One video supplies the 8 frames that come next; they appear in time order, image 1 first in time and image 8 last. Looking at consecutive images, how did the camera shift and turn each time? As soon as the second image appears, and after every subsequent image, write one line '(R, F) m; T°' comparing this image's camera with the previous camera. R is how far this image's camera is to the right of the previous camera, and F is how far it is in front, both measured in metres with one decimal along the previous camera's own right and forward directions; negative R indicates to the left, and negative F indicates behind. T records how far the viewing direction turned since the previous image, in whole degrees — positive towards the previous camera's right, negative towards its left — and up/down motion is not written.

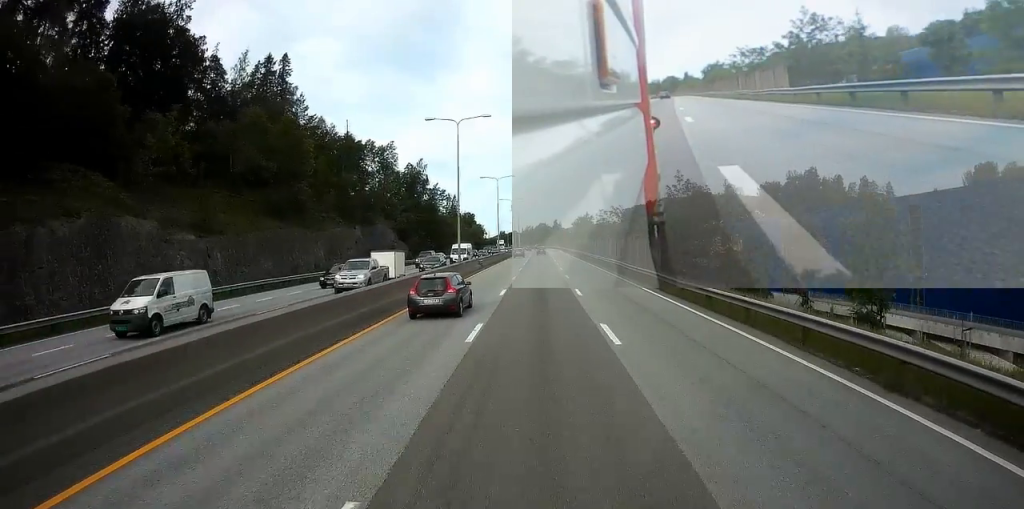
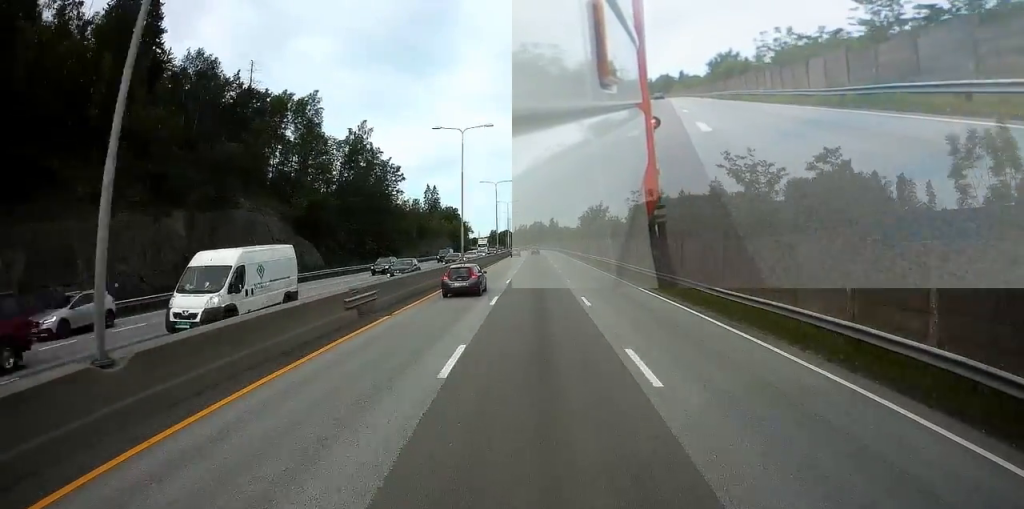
(+0.1, +39.7) m; +1°
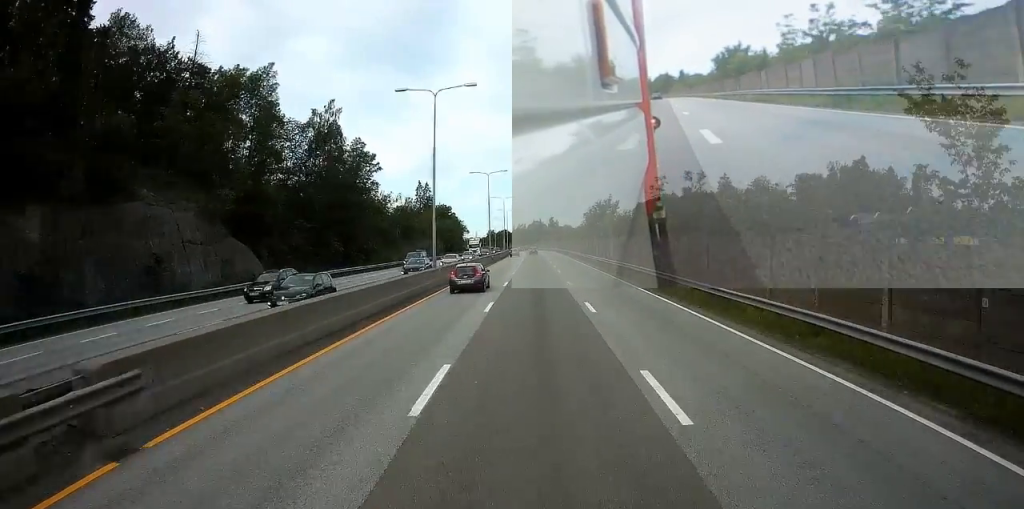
(+0.1, +14.0) m; 0°
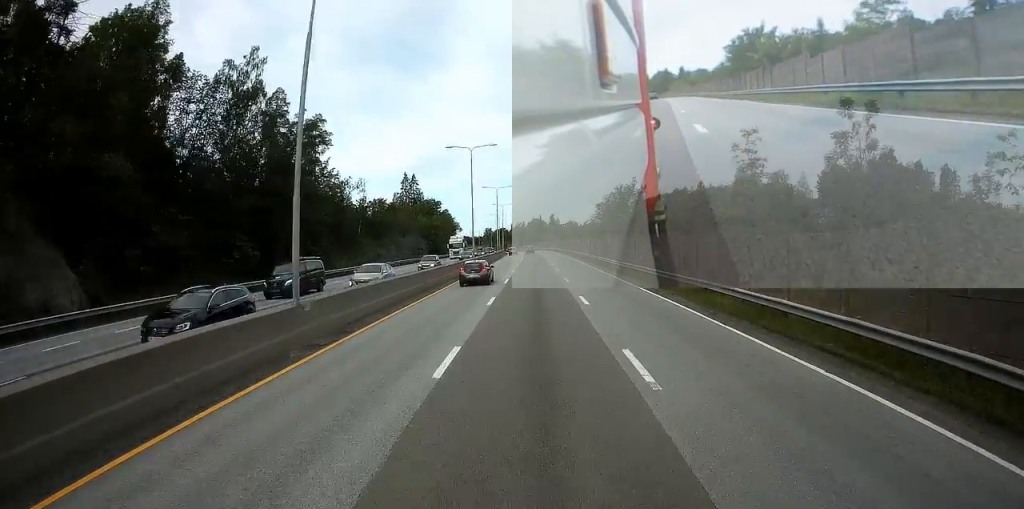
(0.0, +22.0) m; 0°
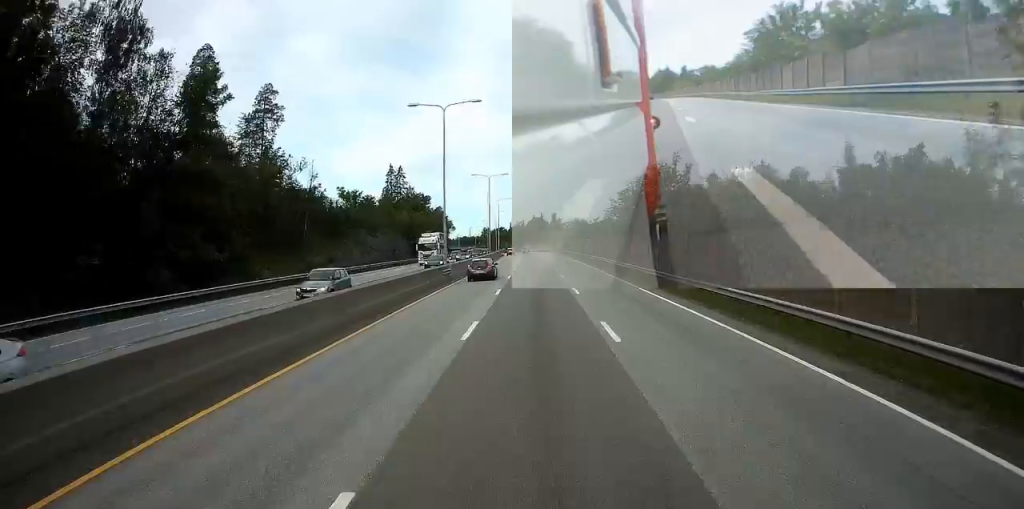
(-0.1, +20.4) m; 0°
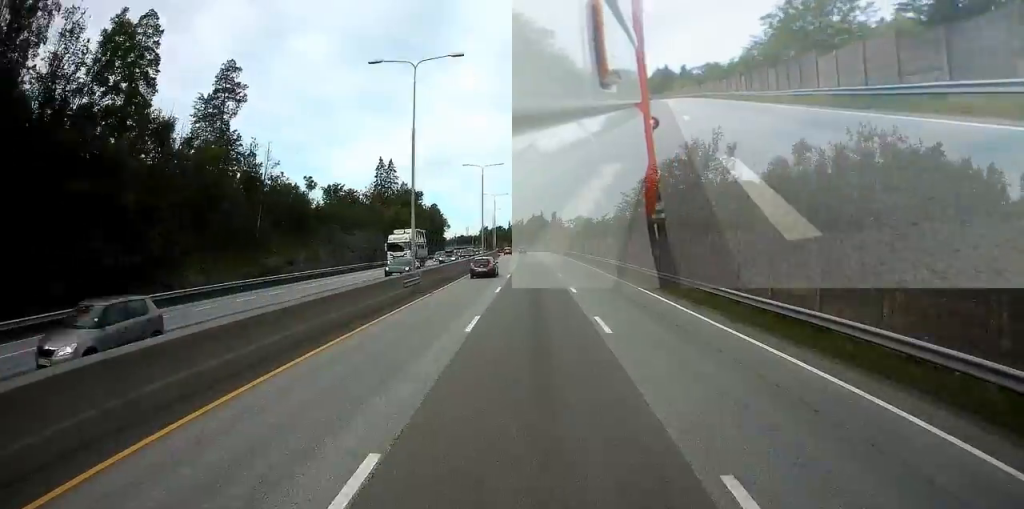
(0.0, +10.2) m; 0°
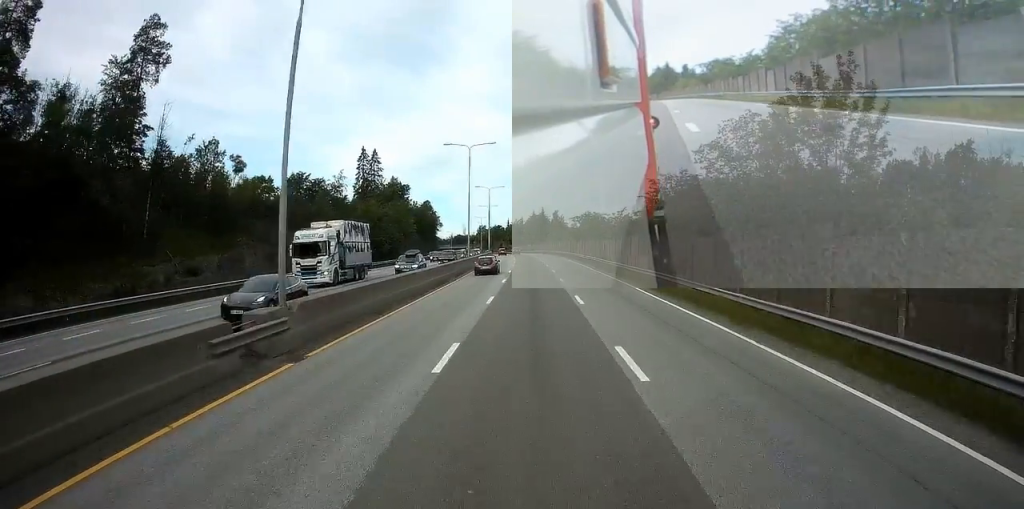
(-0.1, +16.6) m; 0°
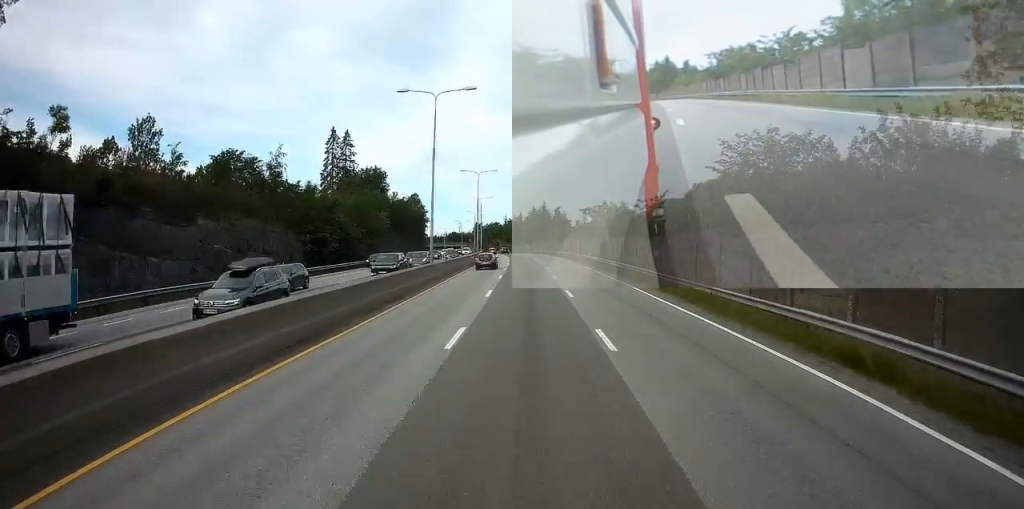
(0.0, +21.4) m; 0°
